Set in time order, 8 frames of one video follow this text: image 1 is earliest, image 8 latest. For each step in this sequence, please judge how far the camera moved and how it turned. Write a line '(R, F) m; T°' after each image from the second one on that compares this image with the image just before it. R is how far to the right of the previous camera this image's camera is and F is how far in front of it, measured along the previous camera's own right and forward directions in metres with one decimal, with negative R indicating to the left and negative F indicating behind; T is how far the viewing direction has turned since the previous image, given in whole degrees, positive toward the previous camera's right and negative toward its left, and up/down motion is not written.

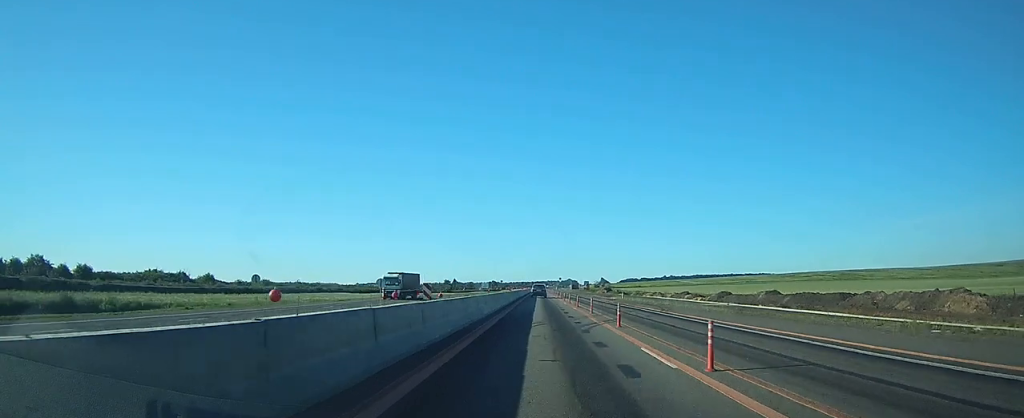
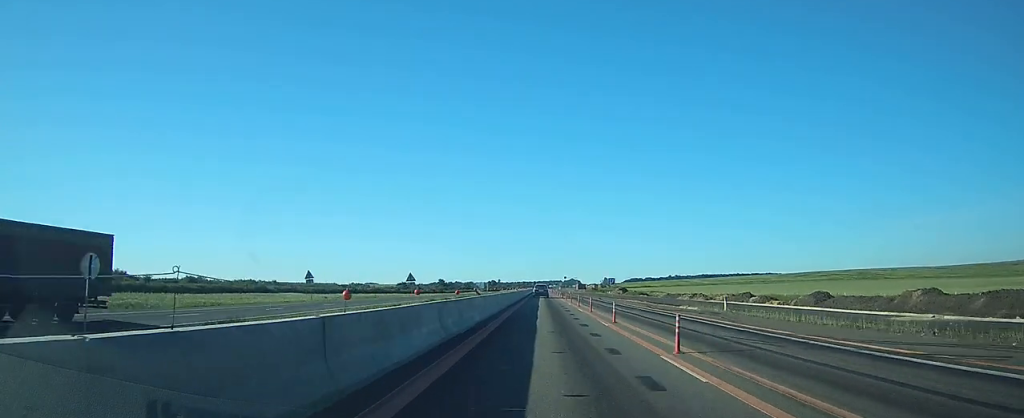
(+0.1, +37.3) m; 0°
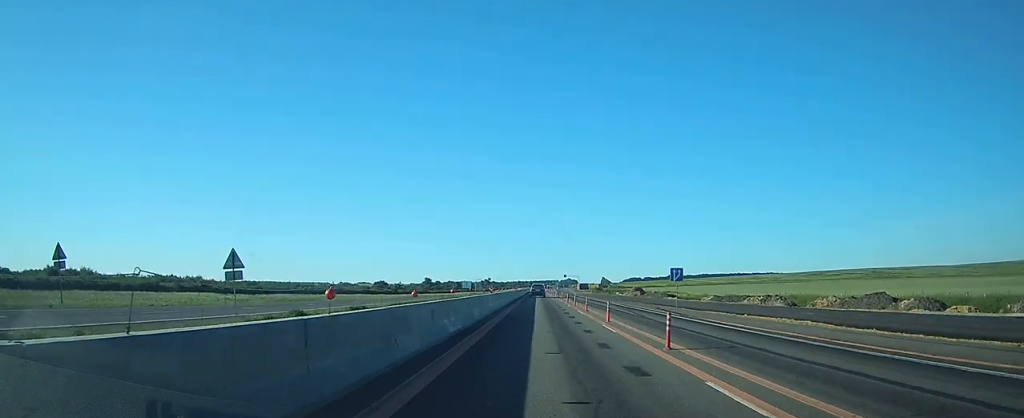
(0.0, +39.1) m; 0°
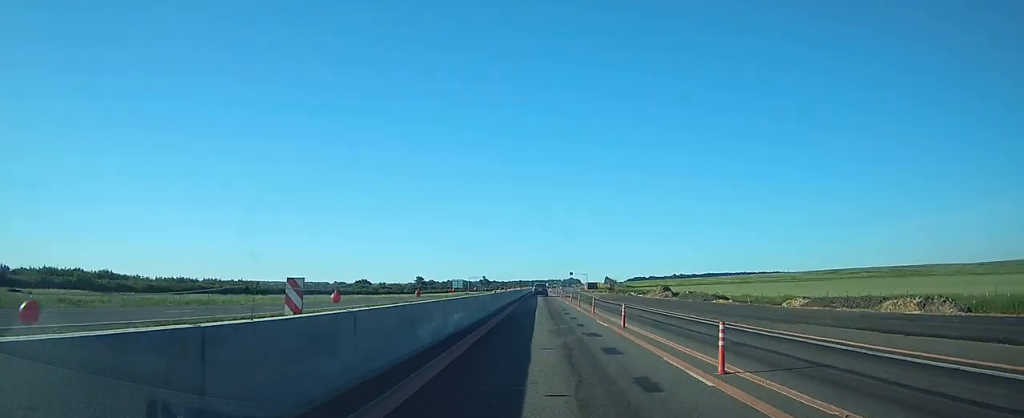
(0.0, +34.0) m; -1°
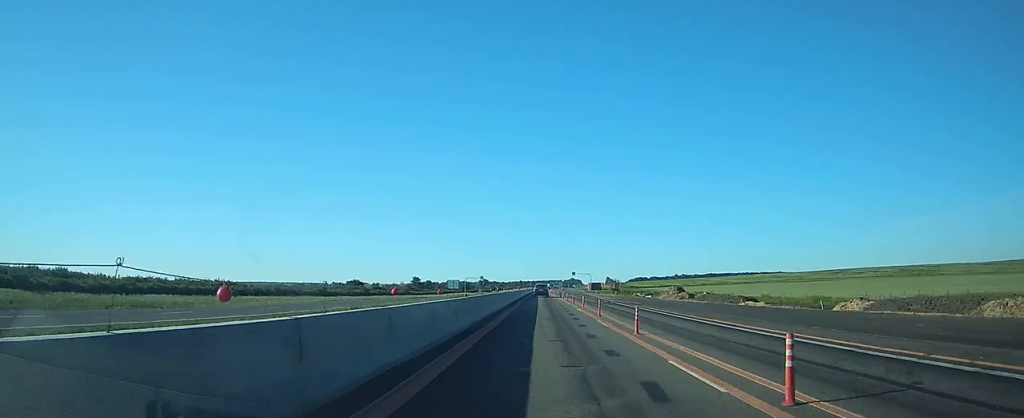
(-0.1, +12.7) m; 0°
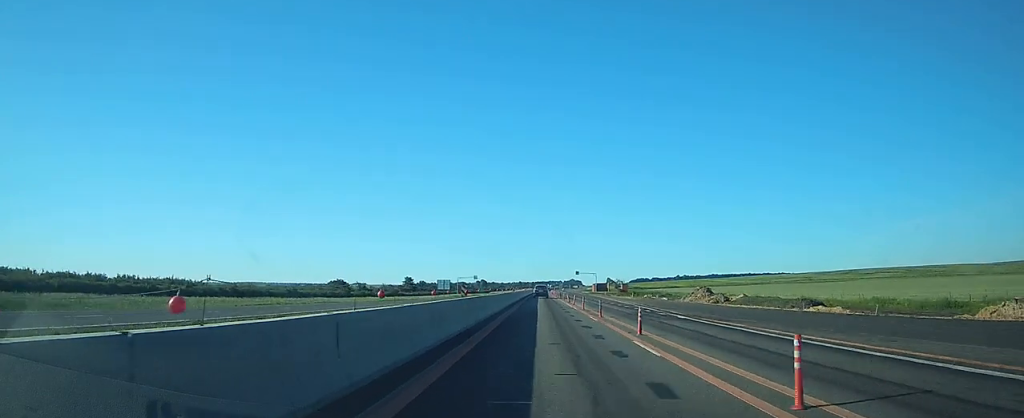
(0.0, +20.7) m; 0°
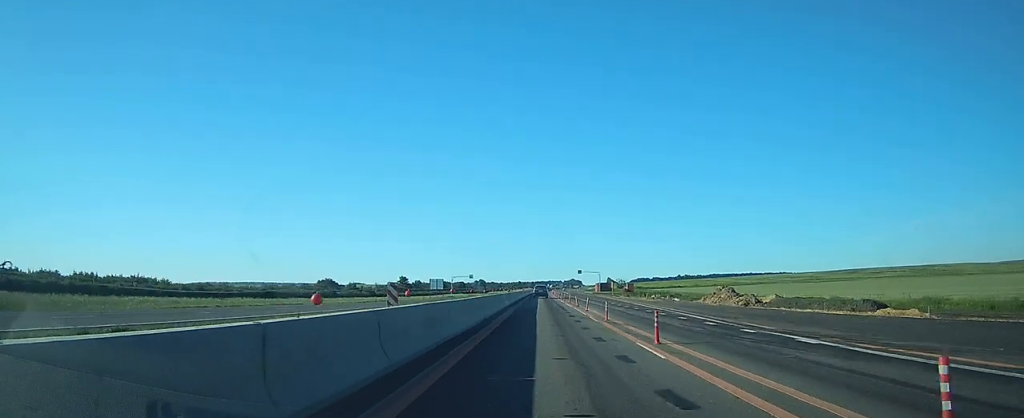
(0.0, +12.7) m; 0°
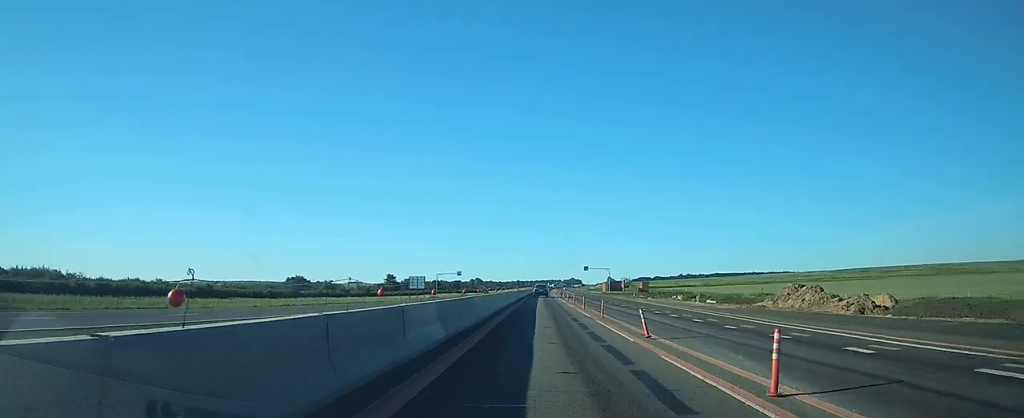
(0.0, +27.0) m; 0°
